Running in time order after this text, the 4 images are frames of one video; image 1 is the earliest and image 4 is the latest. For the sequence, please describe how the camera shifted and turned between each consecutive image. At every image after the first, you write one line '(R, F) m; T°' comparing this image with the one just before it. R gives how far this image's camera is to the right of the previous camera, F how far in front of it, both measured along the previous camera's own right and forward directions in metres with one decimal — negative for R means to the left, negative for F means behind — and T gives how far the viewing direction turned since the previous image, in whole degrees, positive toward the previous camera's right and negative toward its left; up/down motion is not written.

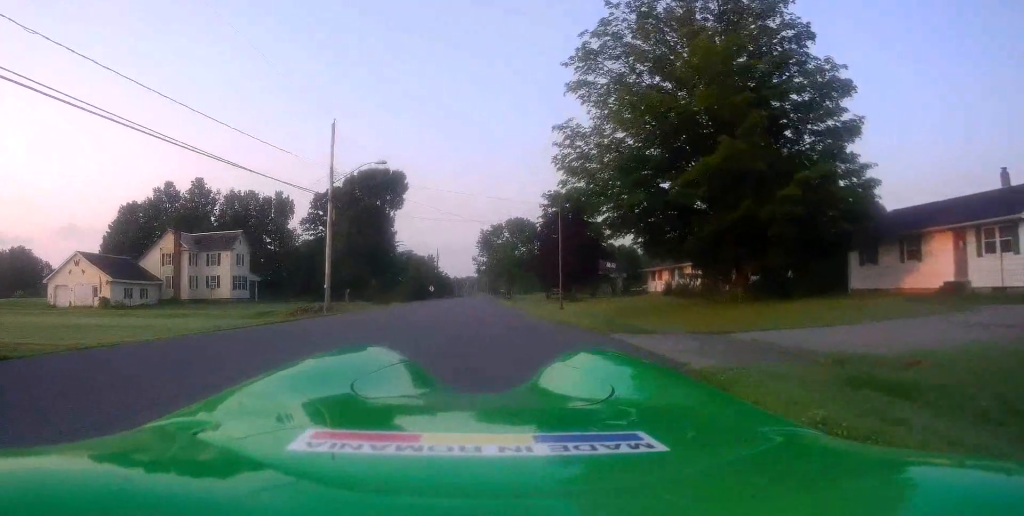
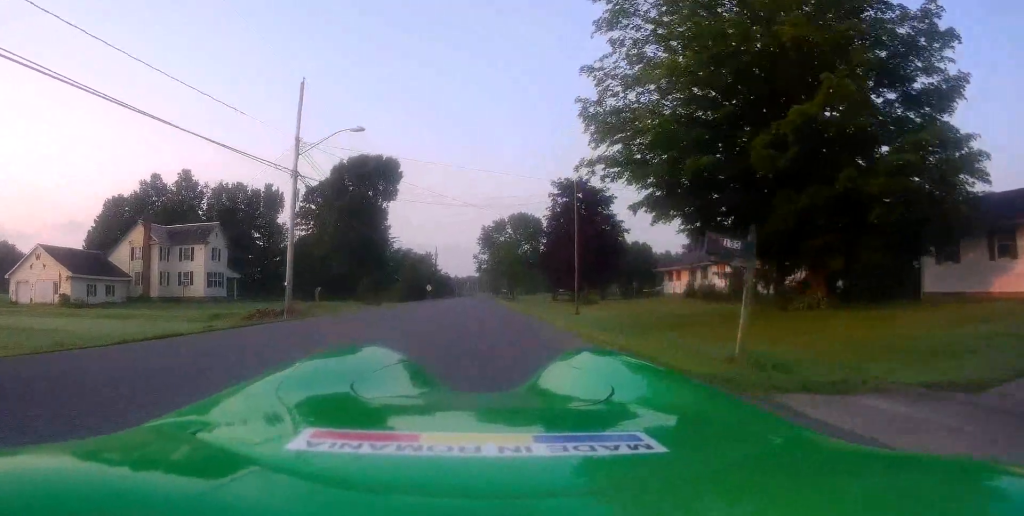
(-0.1, +6.9) m; -1°
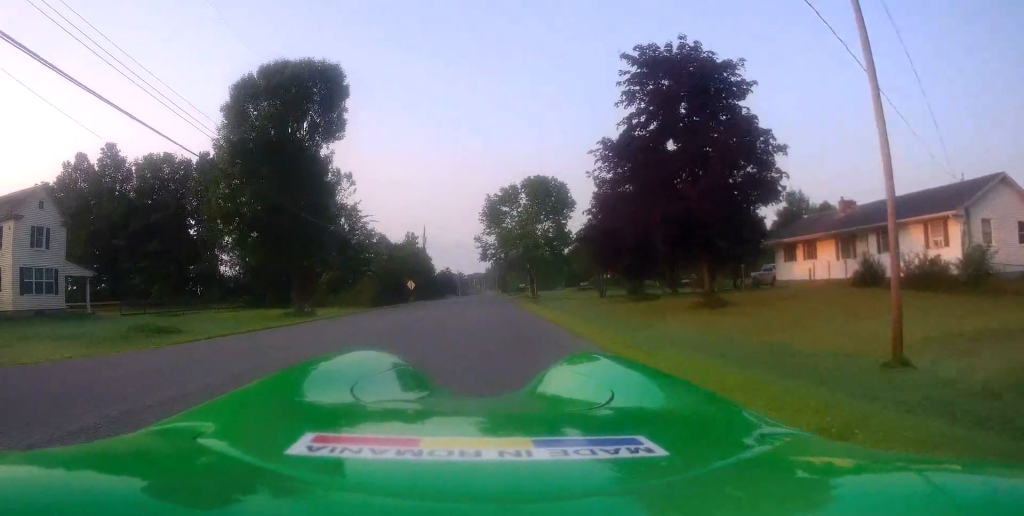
(-0.1, +27.9) m; +1°
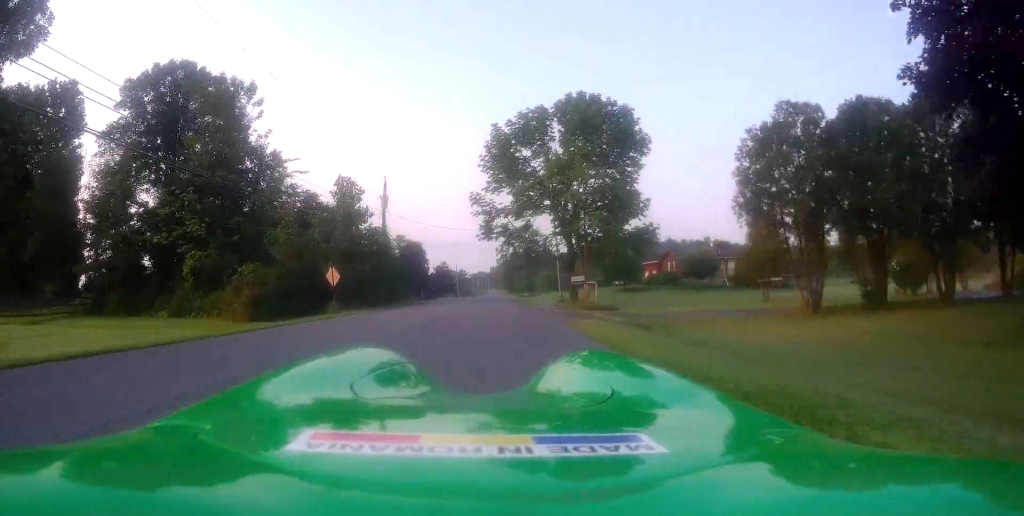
(+0.4, +30.4) m; +2°
